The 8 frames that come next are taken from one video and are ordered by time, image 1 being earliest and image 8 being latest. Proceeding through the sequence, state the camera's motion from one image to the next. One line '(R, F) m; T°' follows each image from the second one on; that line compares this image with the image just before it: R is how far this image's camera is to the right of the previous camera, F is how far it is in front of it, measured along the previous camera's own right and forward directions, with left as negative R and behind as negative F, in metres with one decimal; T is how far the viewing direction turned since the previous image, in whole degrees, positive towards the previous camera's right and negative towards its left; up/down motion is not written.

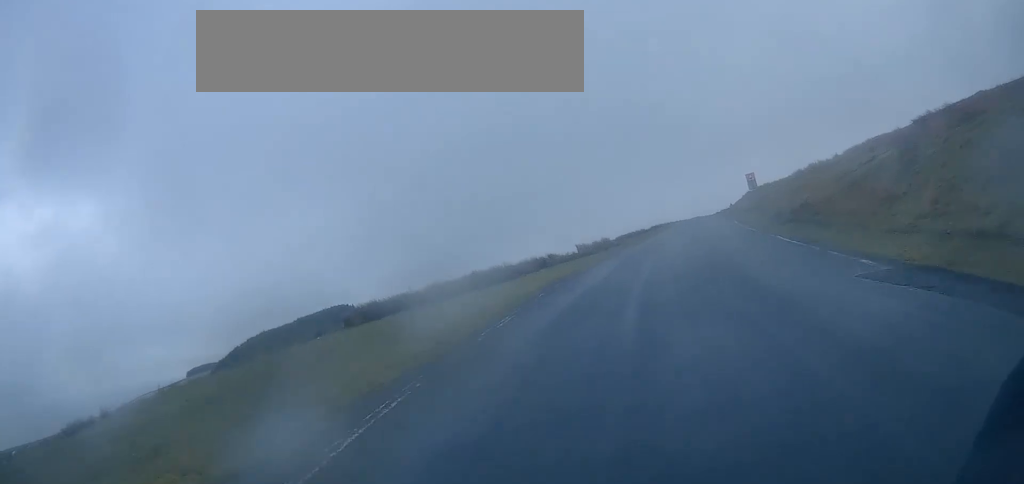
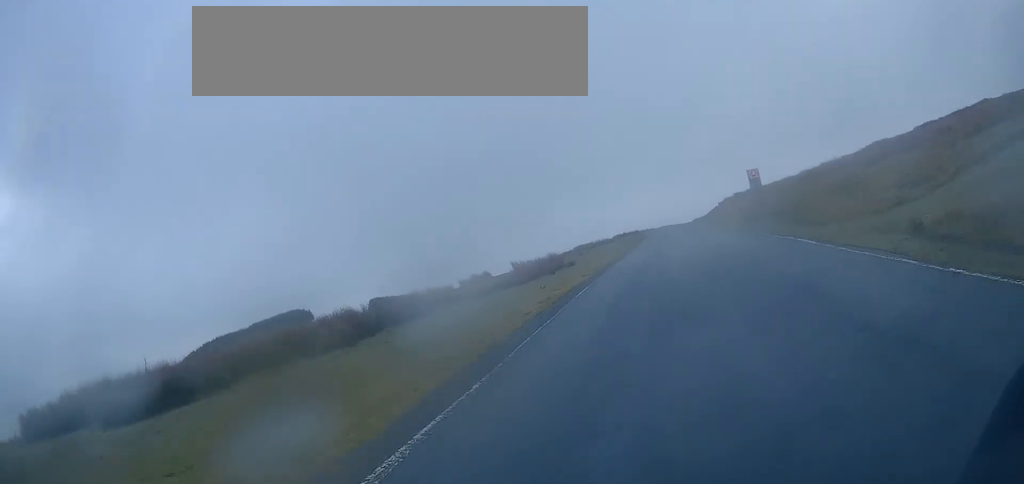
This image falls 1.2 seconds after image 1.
(+0.8, +14.4) m; +5°
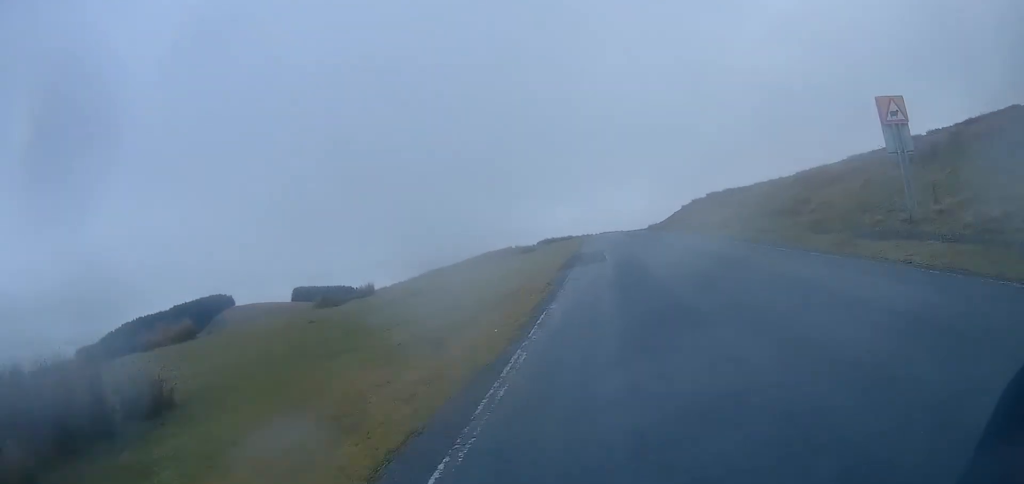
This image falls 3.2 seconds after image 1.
(+1.8, +27.3) m; +7°
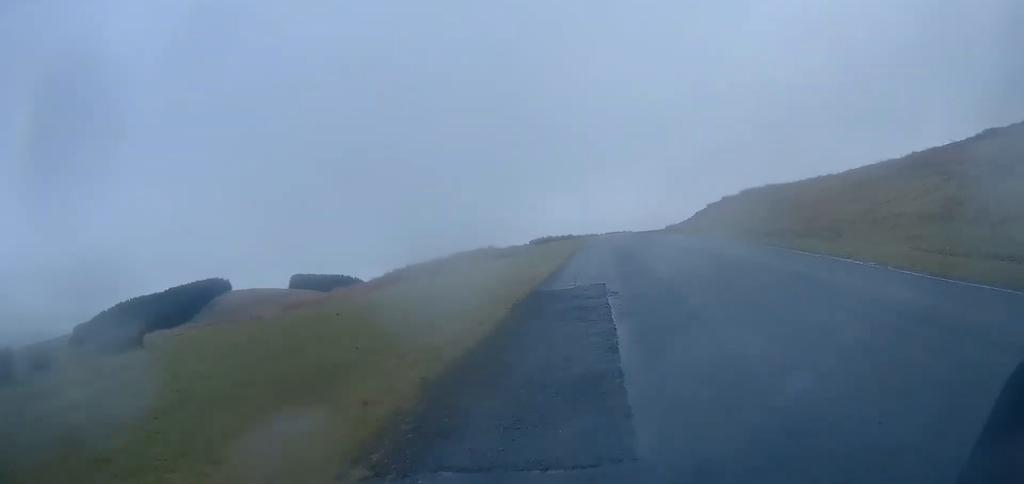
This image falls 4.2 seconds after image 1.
(+0.4, +14.7) m; +1°
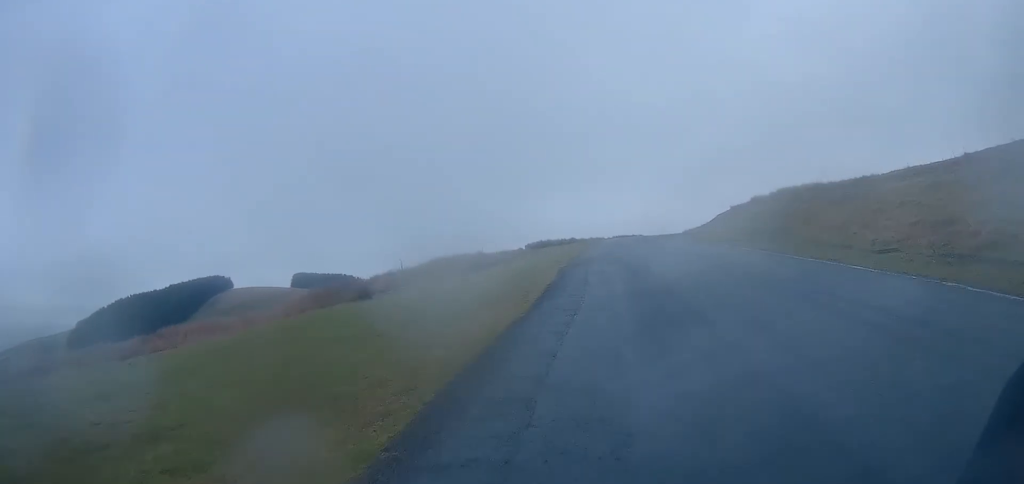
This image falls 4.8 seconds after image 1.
(+0.1, +9.1) m; 0°
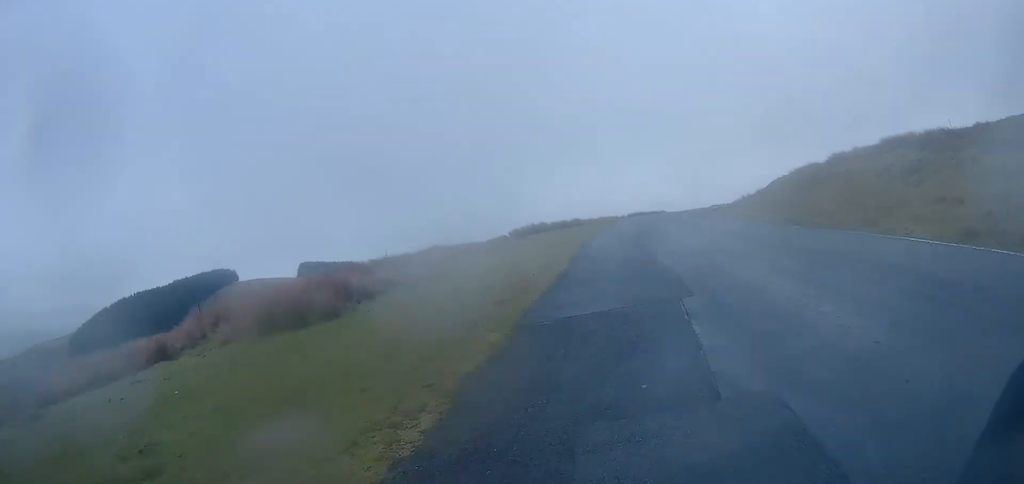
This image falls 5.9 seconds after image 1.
(-0.4, +16.2) m; -2°
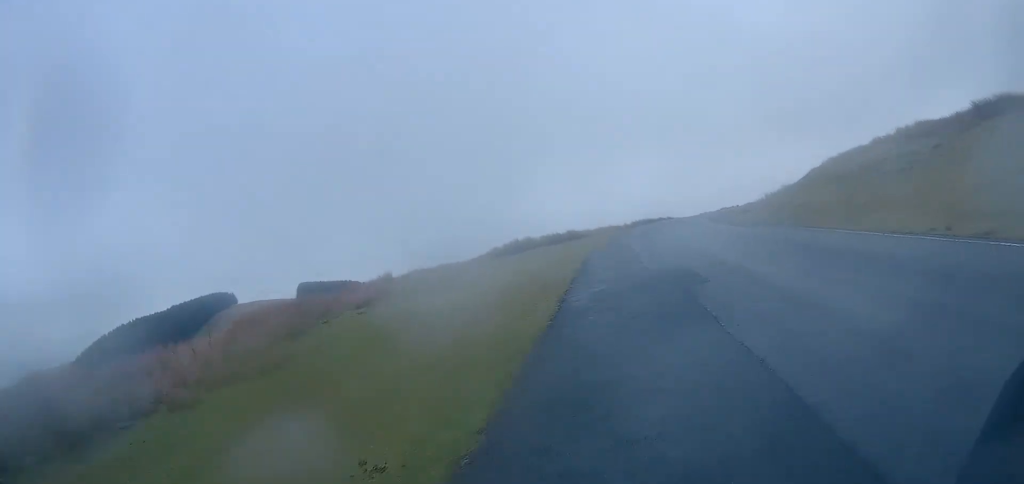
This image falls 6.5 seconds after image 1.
(-0.1, +8.8) m; 0°
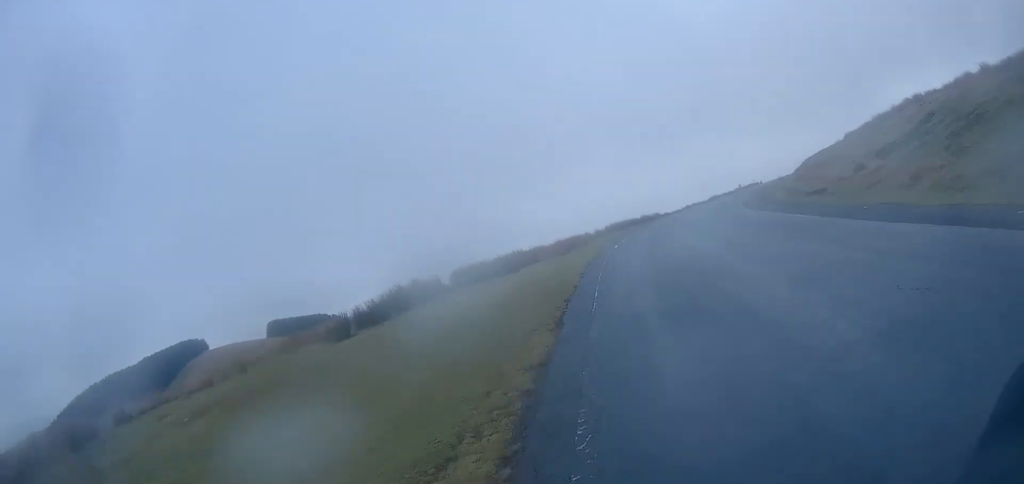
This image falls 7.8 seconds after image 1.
(0.0, +18.3) m; +3°
